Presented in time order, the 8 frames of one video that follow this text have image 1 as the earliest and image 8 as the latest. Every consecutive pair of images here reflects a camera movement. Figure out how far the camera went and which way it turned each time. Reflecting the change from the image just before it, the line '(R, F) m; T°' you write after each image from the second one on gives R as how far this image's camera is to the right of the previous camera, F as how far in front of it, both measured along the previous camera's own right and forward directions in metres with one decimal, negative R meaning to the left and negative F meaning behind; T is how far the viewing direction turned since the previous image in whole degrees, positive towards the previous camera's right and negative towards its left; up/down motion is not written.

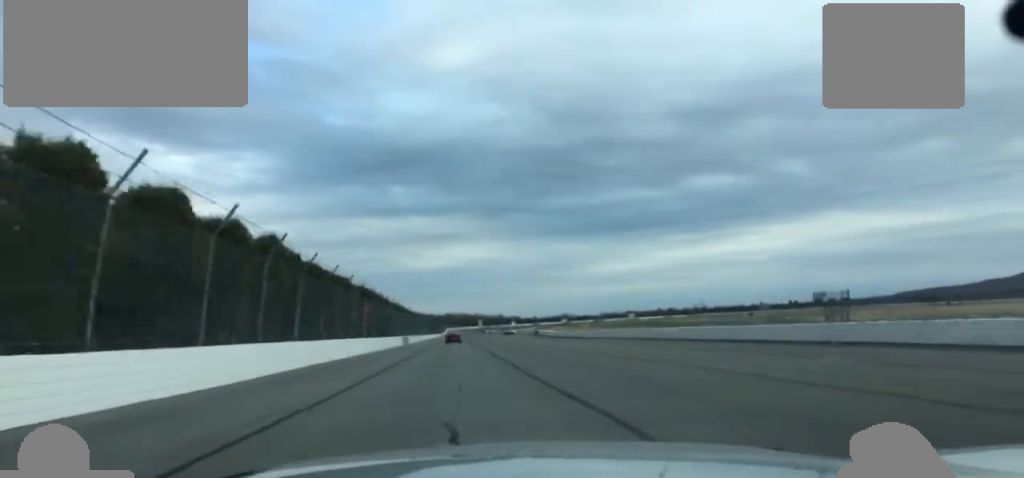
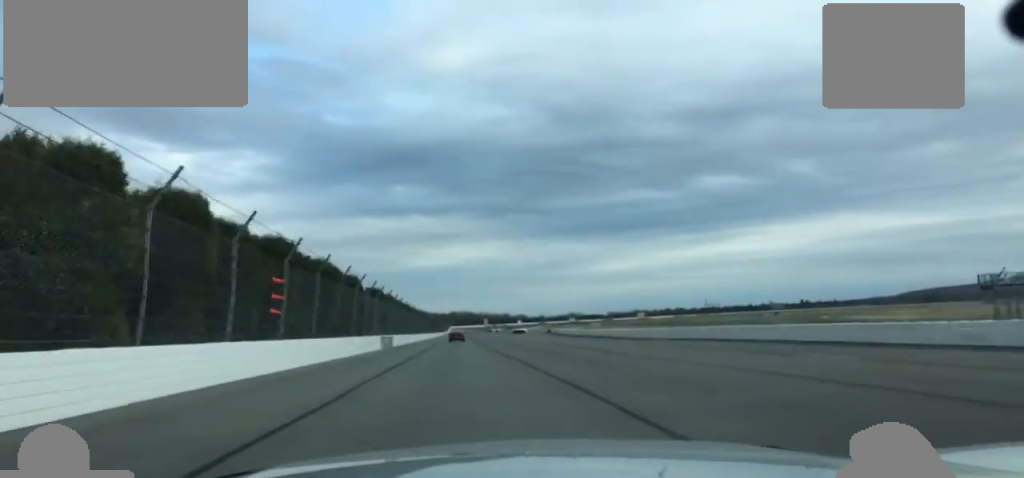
(+0.3, +36.3) m; 0°
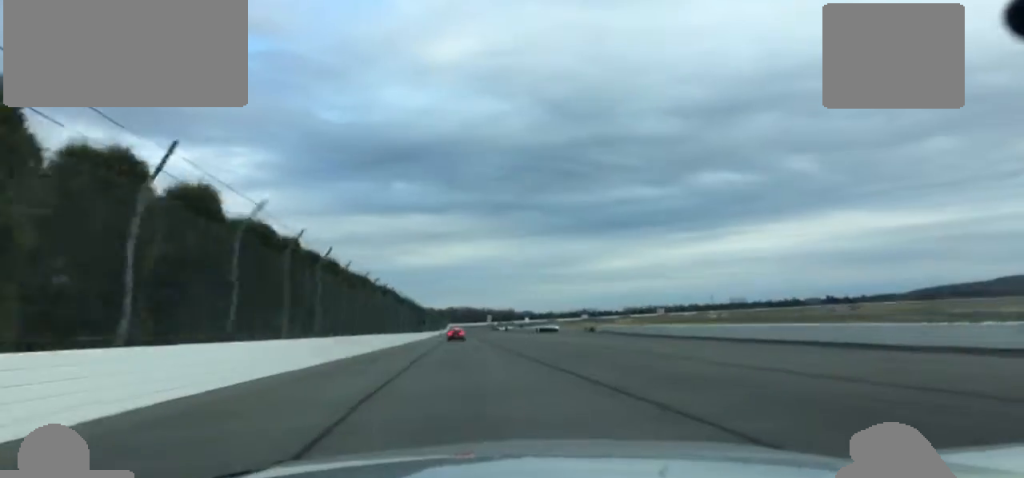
(-0.9, +86.3) m; -1°
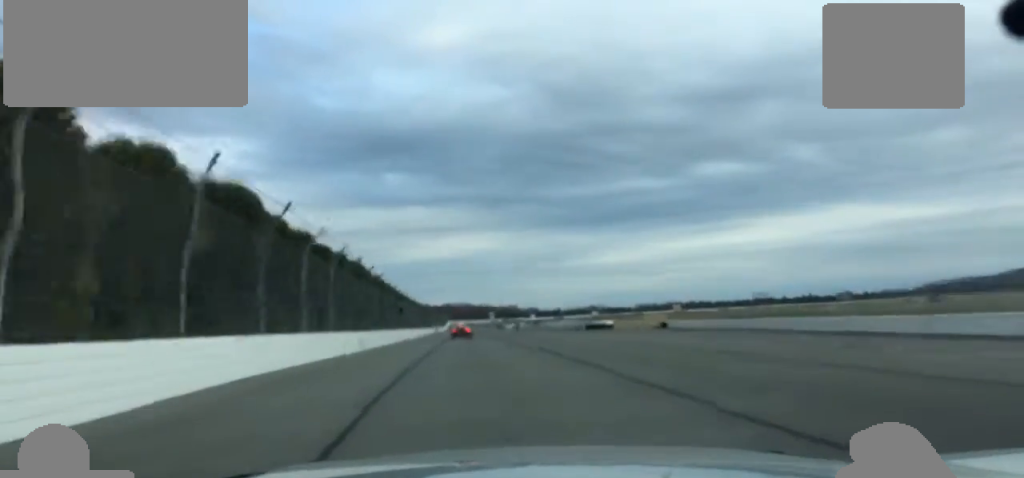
(+0.2, +64.4) m; 0°
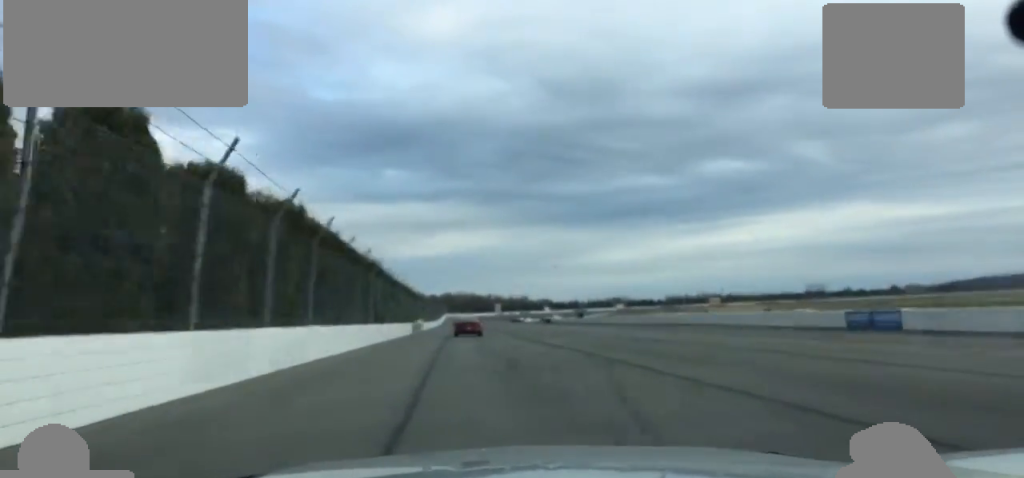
(-1.3, +105.8) m; -1°
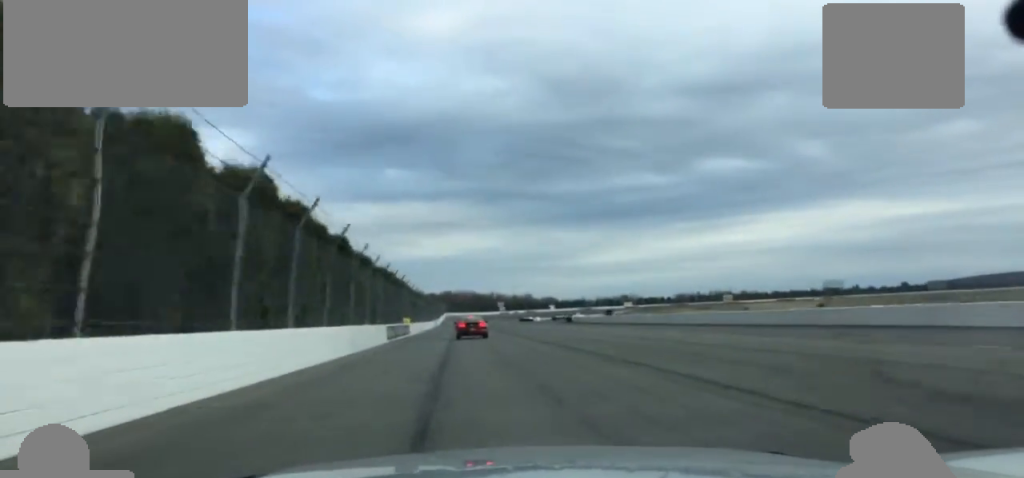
(-0.1, +36.3) m; +1°
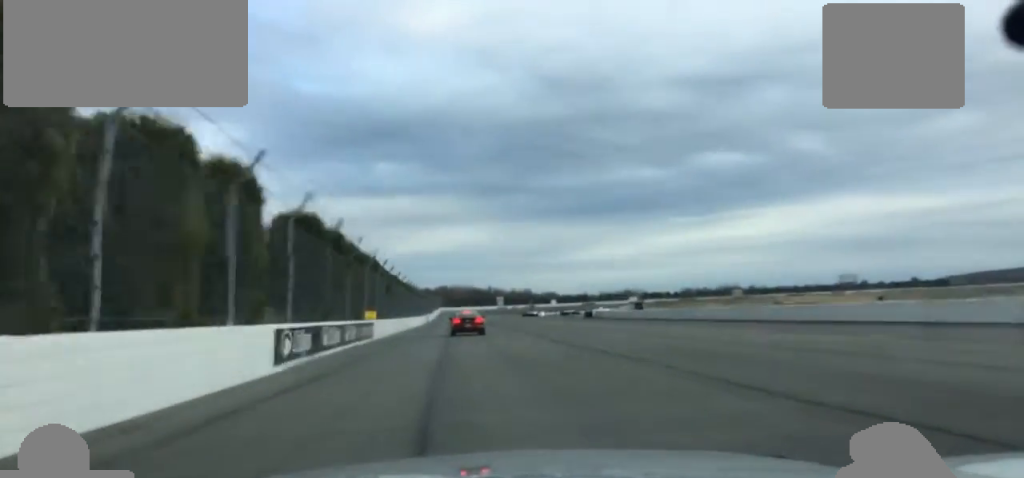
(+1.0, +31.0) m; +1°
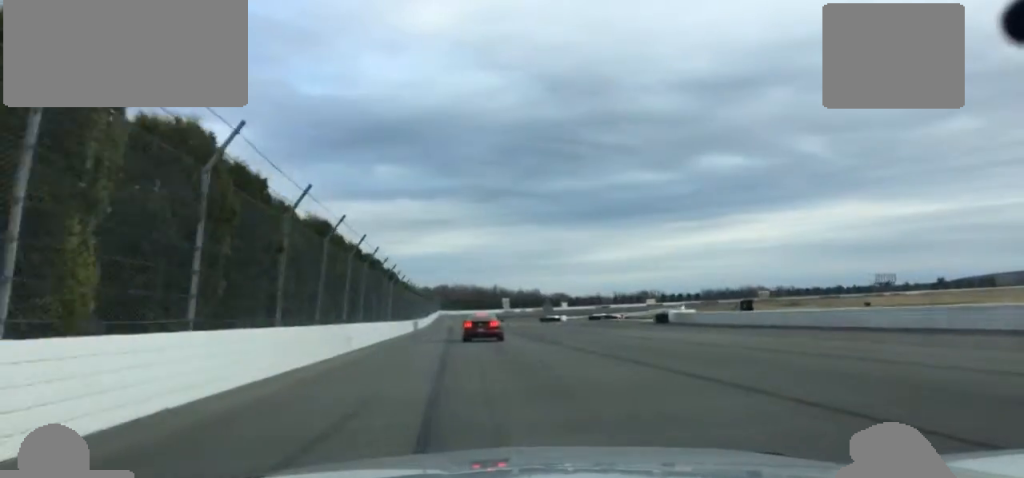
(-0.7, +48.5) m; 0°
